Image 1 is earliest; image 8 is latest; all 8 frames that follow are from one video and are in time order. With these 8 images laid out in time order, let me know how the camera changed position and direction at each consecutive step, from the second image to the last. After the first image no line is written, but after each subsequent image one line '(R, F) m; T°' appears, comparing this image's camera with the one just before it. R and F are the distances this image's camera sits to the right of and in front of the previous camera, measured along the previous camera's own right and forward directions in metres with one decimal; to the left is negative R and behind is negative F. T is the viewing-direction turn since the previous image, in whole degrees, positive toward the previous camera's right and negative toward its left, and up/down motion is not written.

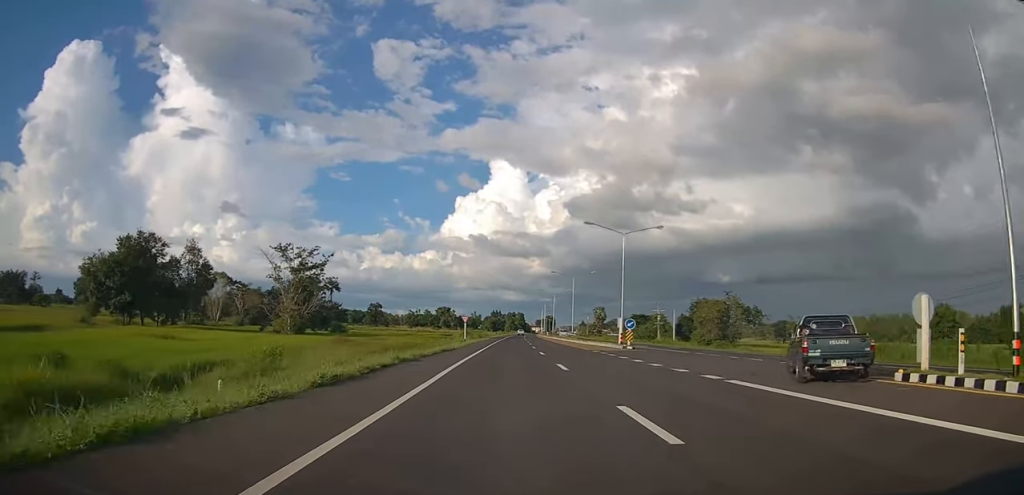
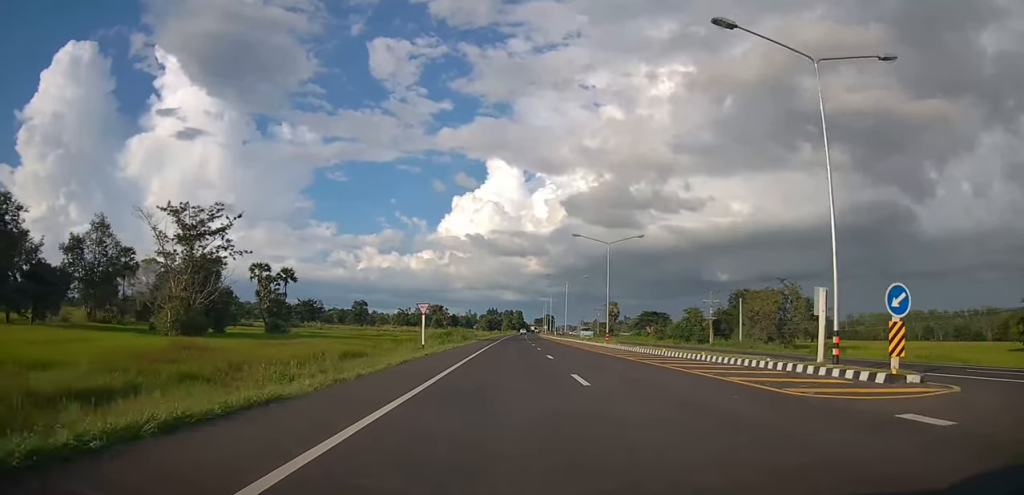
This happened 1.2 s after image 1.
(0.0, +29.7) m; +1°
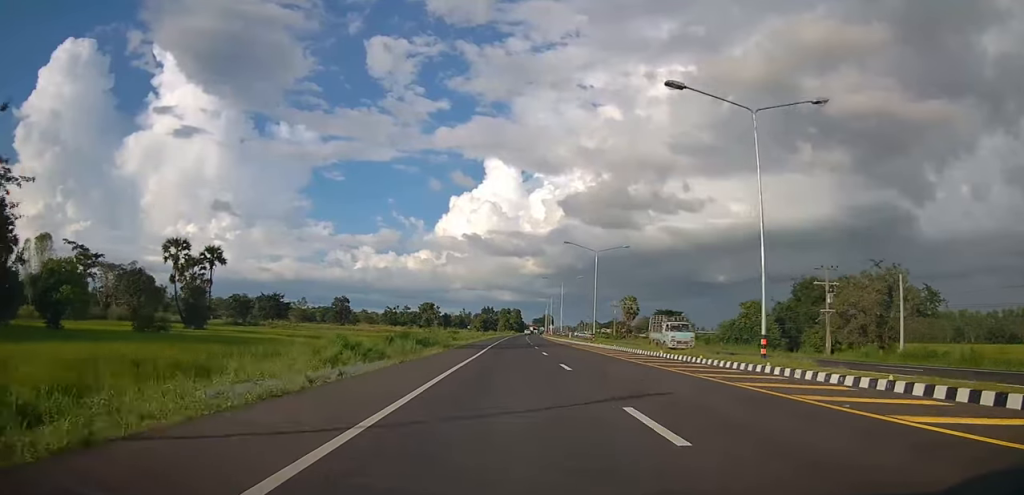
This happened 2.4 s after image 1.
(+0.4, +31.0) m; +1°
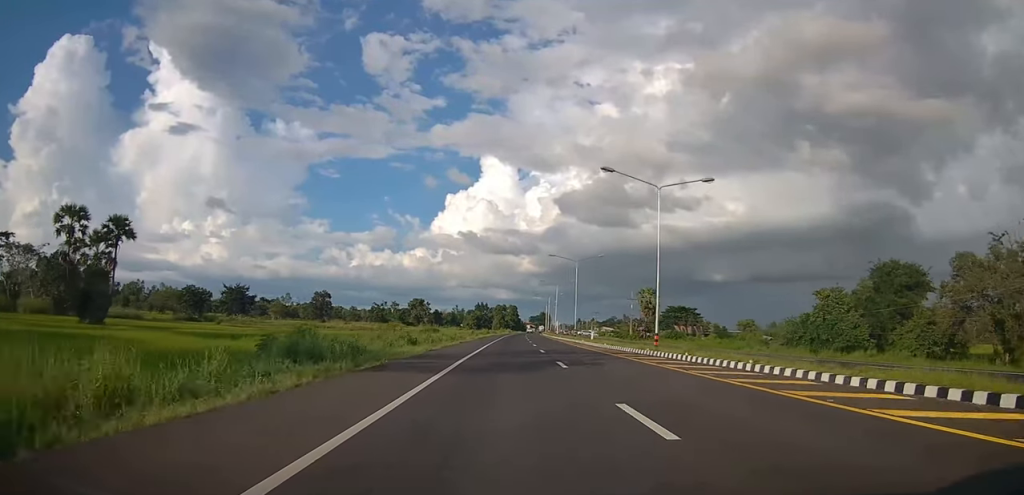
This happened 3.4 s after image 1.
(0.0, +24.4) m; 0°
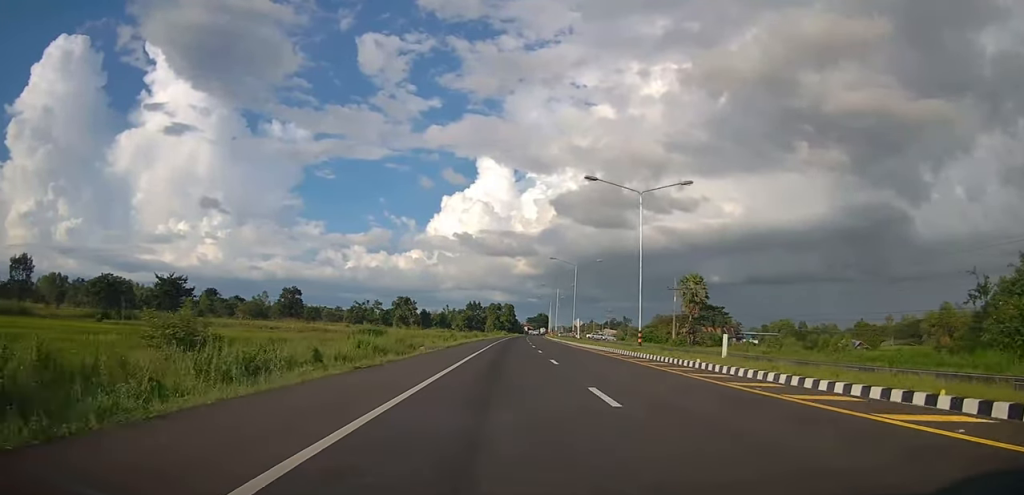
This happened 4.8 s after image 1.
(+0.1, +33.4) m; 0°
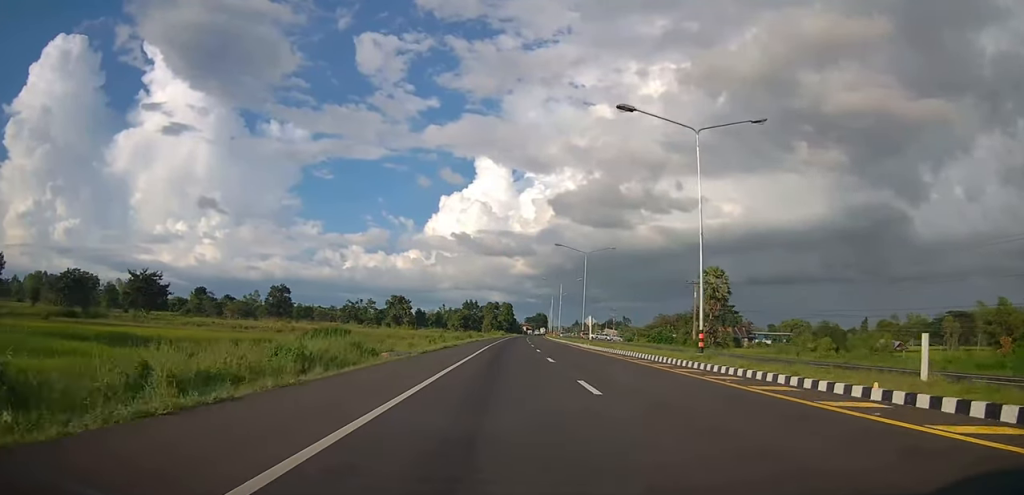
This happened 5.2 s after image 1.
(0.0, +10.3) m; 0°
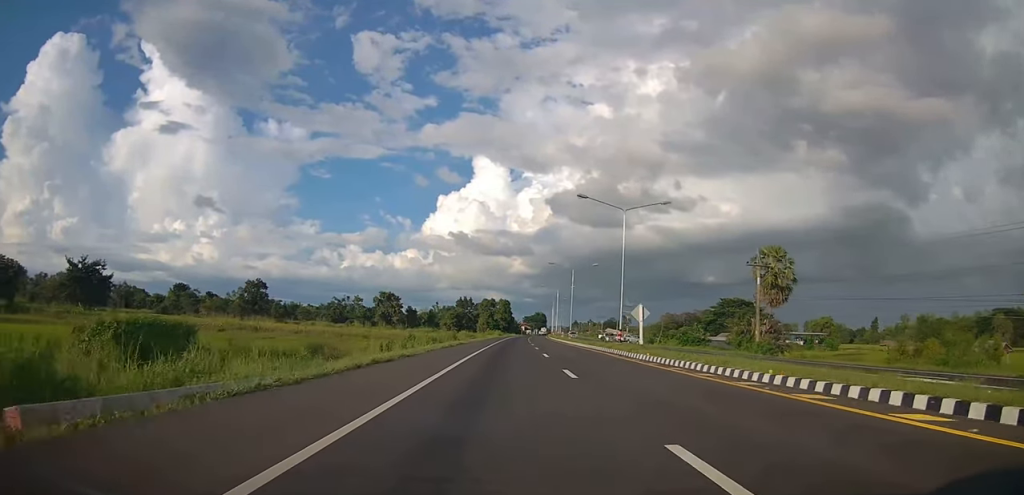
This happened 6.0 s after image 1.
(0.0, +20.2) m; 0°
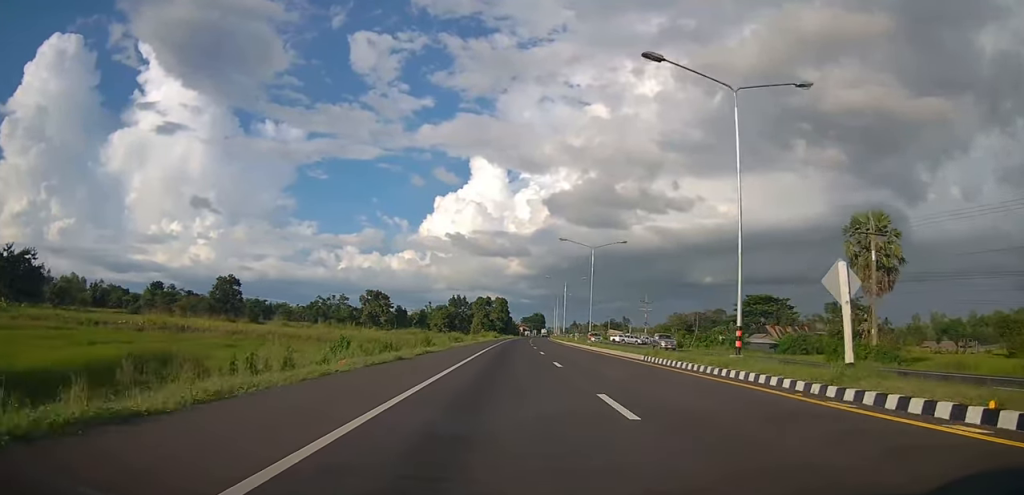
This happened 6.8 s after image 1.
(0.0, +19.3) m; 0°
